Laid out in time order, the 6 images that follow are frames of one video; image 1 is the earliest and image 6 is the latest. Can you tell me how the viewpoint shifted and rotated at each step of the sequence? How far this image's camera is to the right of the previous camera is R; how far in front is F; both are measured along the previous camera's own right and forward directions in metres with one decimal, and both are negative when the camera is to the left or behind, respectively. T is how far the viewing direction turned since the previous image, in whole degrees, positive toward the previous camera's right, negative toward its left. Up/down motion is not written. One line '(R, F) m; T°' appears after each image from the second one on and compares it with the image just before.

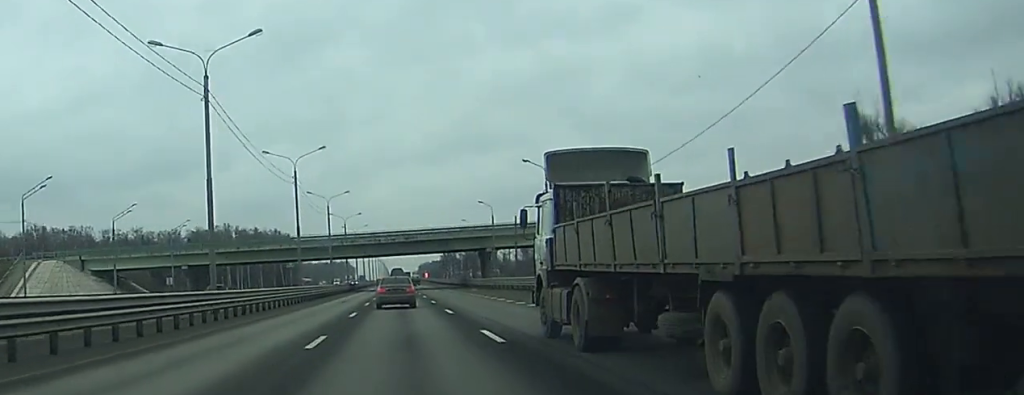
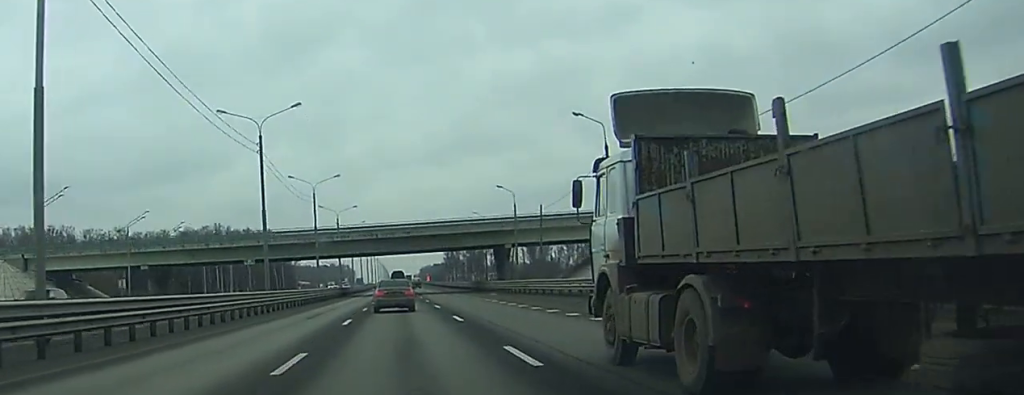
(0.0, +20.8) m; 0°
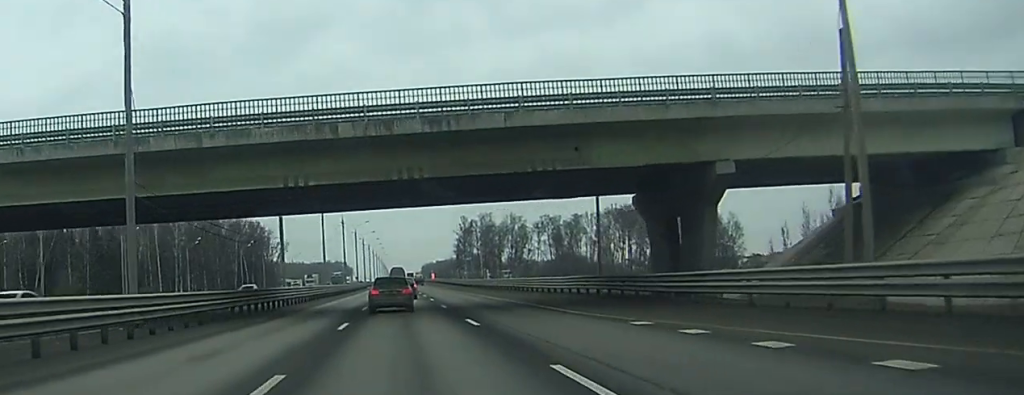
(+0.3, +69.5) m; 0°
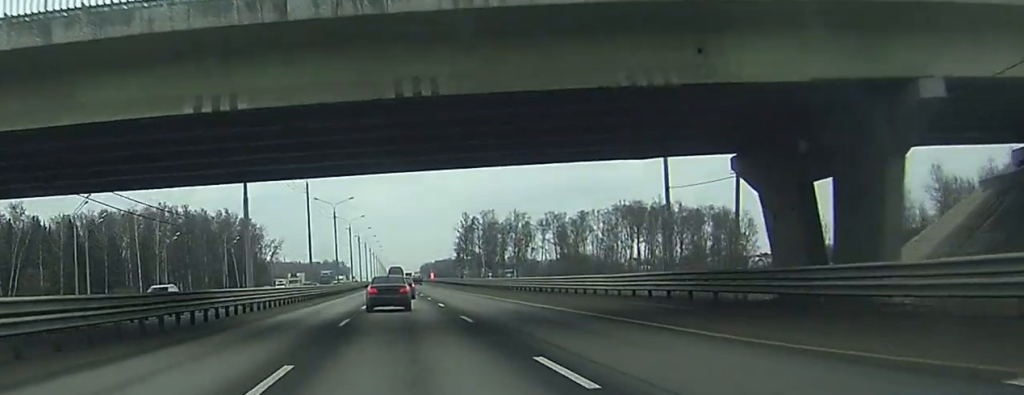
(-0.1, +15.2) m; 0°
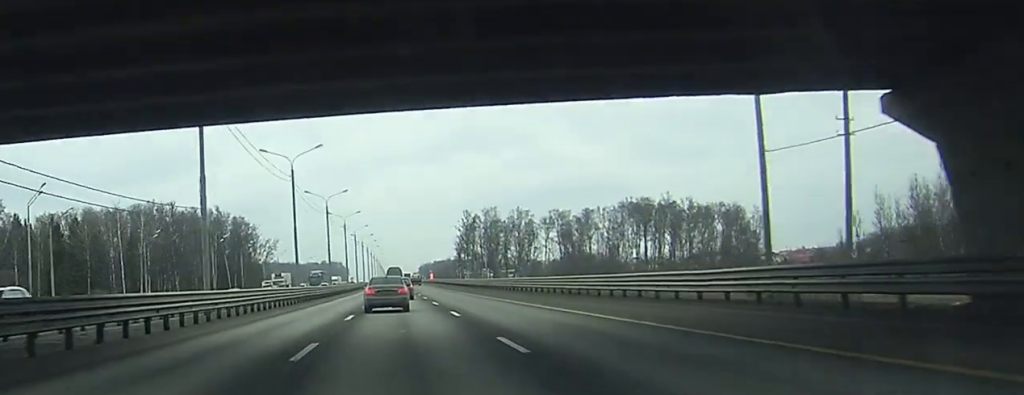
(-0.1, +11.6) m; 0°
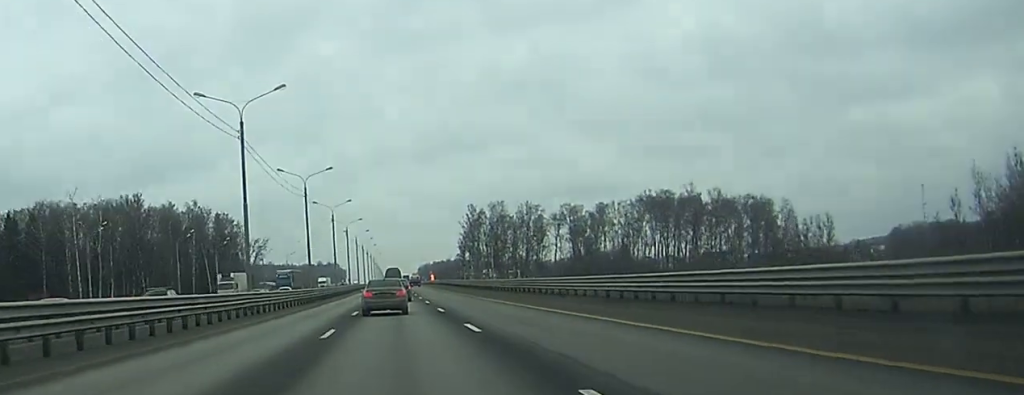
(+0.3, +25.7) m; +1°
